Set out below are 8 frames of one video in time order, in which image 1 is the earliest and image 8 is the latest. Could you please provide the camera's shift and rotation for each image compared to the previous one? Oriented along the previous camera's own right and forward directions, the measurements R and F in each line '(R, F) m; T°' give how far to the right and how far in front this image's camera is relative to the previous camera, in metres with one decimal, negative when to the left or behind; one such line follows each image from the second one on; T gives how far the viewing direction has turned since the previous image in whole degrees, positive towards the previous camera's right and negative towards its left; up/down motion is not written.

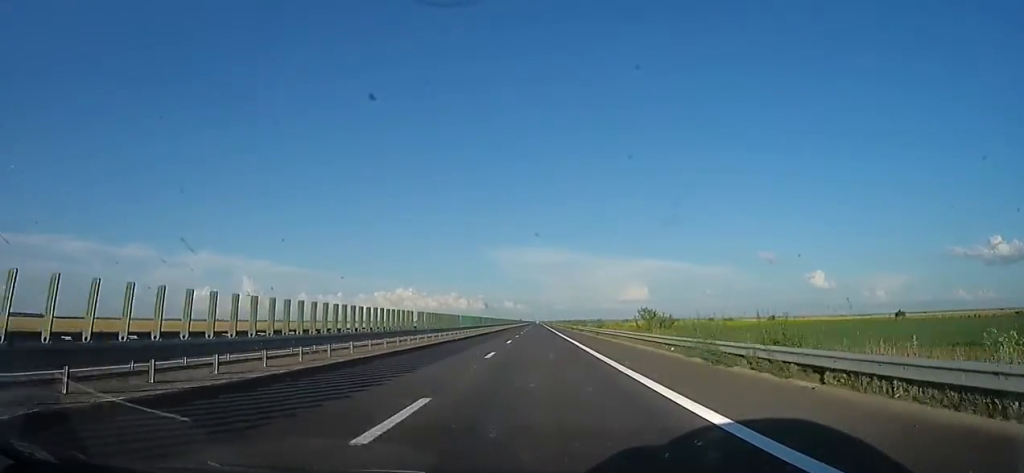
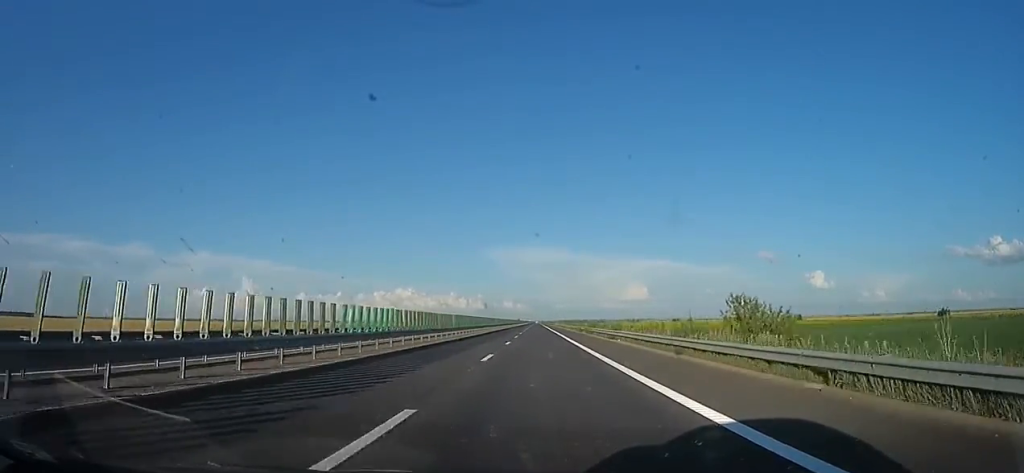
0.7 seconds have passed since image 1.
(+0.2, +25.6) m; -1°
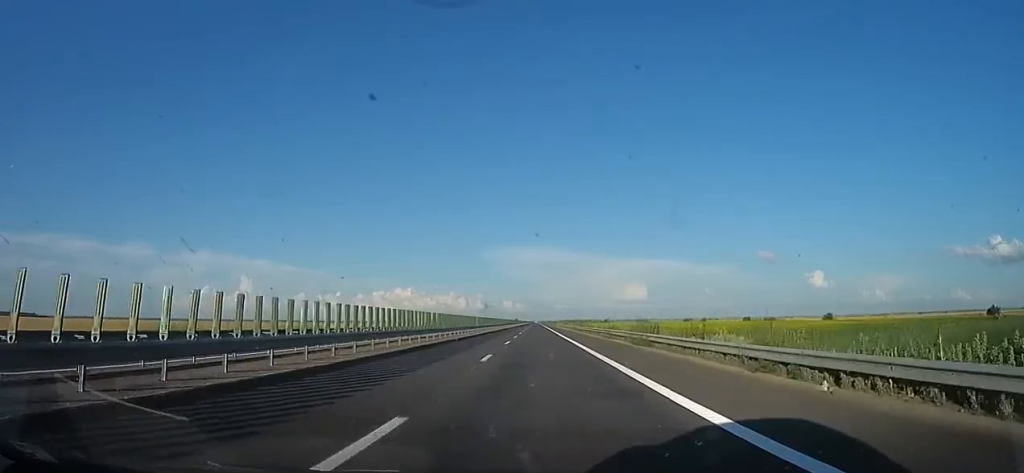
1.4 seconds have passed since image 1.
(-0.8, +24.4) m; -2°
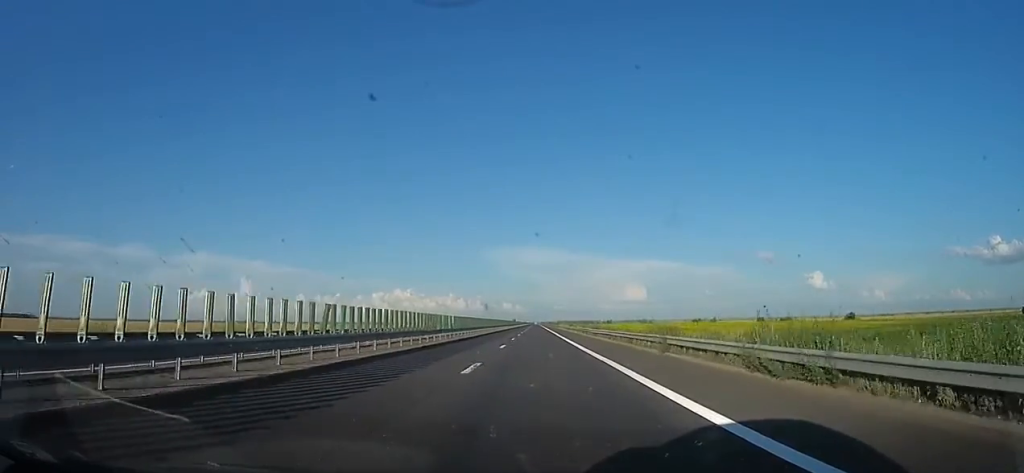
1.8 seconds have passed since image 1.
(0.0, +15.5) m; 0°
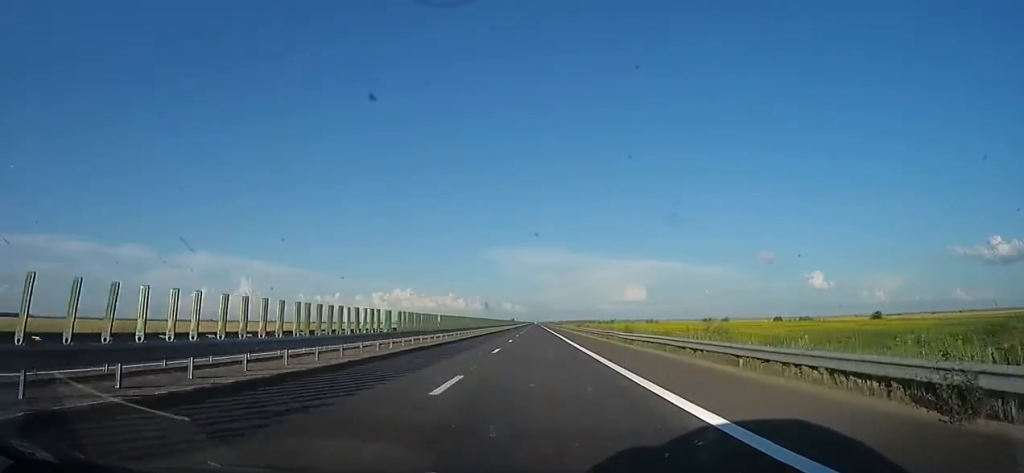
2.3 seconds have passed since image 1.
(0.0, +15.5) m; 0°
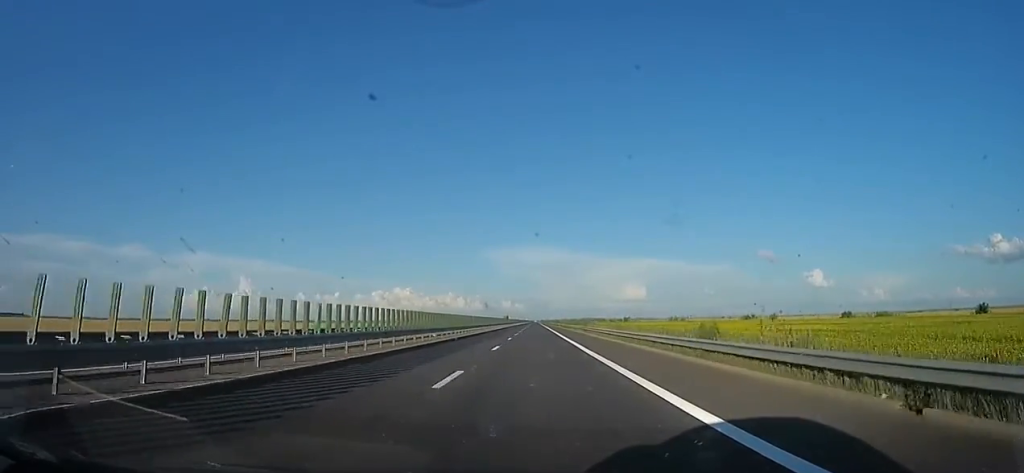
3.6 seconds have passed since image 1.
(+0.5, +47.3) m; +3°
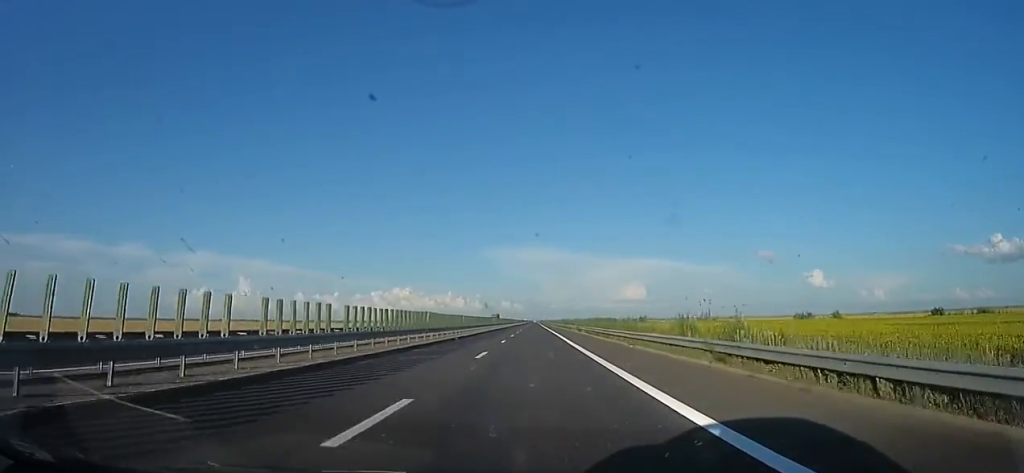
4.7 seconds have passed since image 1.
(+0.8, +40.5) m; -1°
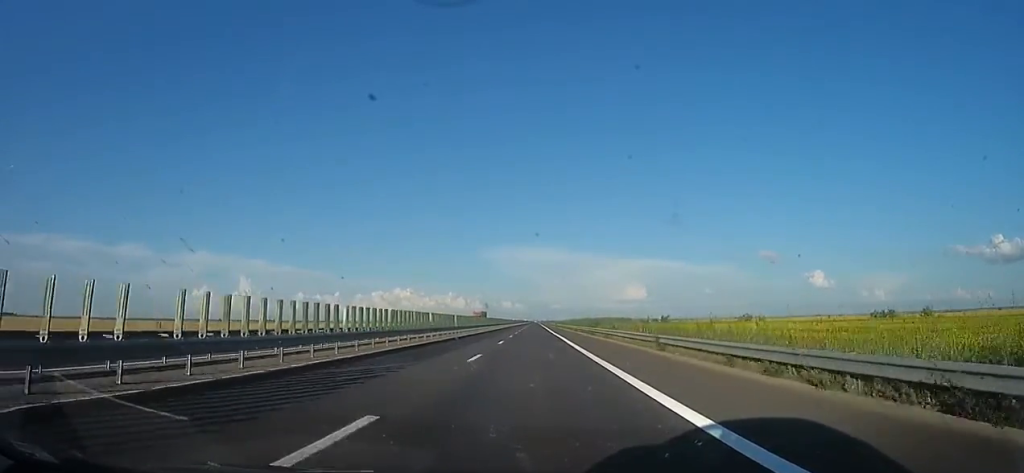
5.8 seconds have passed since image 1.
(-1.2, +37.5) m; -2°
